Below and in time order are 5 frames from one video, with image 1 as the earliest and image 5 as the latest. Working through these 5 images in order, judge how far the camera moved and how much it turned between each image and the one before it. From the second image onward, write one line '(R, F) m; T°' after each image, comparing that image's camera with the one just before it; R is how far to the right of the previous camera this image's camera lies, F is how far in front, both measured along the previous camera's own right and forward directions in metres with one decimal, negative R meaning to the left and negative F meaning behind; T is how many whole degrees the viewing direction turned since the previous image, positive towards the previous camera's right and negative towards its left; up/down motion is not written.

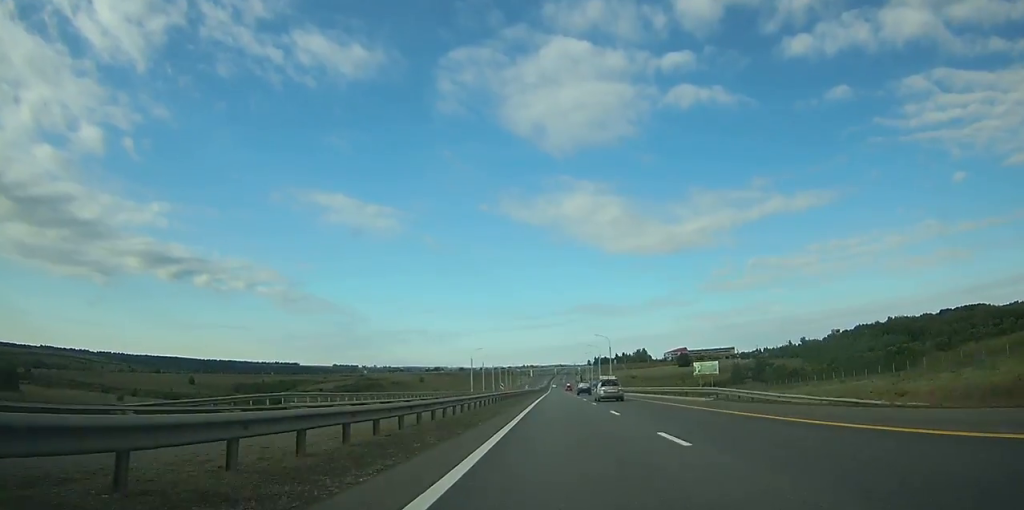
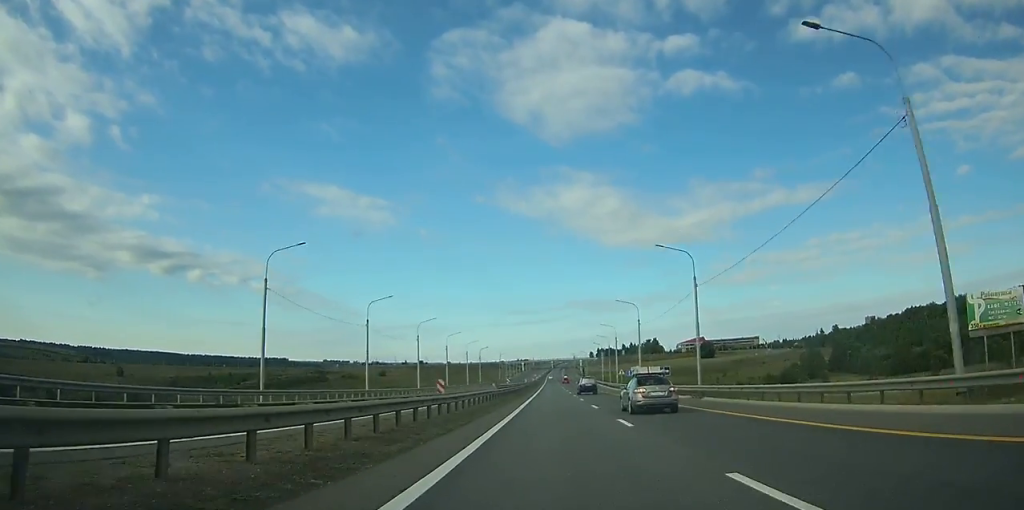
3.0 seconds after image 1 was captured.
(+0.2, +101.7) m; 0°
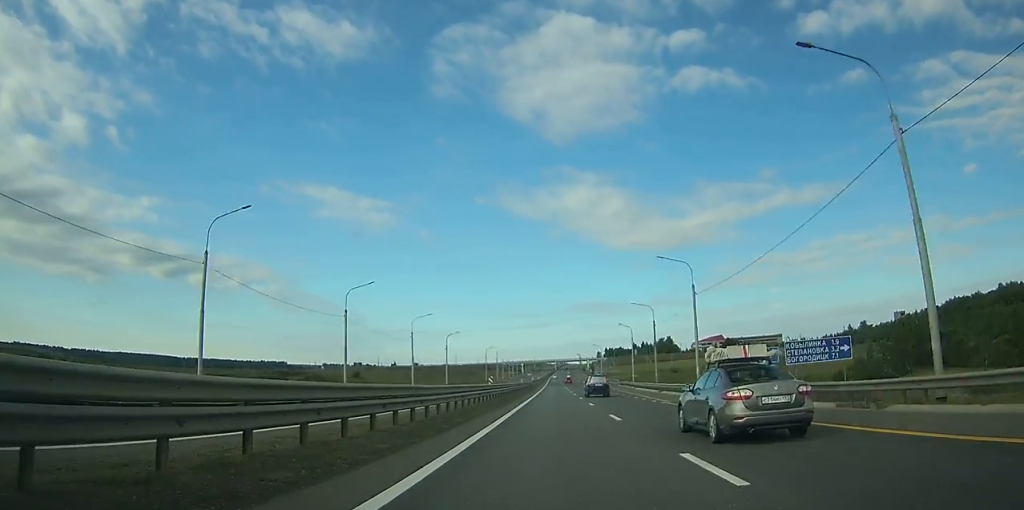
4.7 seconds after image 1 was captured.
(+0.1, +58.1) m; 0°
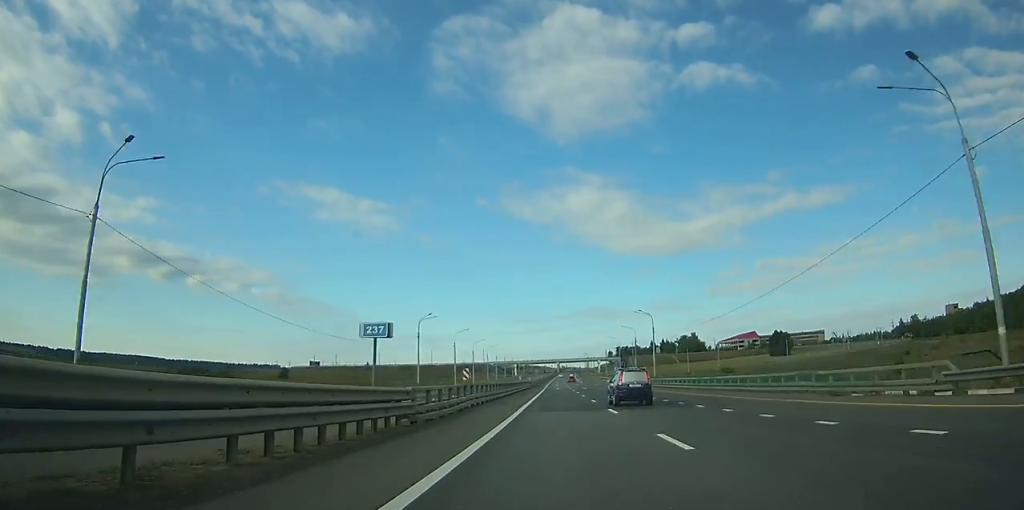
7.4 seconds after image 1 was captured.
(-0.2, +99.4) m; 0°
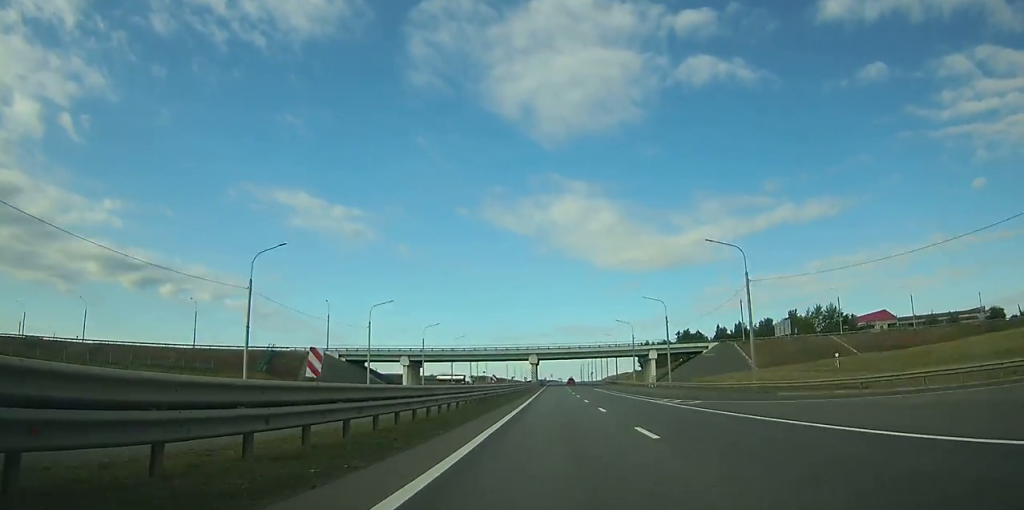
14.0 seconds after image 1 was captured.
(+2.6, +226.5) m; +2°
